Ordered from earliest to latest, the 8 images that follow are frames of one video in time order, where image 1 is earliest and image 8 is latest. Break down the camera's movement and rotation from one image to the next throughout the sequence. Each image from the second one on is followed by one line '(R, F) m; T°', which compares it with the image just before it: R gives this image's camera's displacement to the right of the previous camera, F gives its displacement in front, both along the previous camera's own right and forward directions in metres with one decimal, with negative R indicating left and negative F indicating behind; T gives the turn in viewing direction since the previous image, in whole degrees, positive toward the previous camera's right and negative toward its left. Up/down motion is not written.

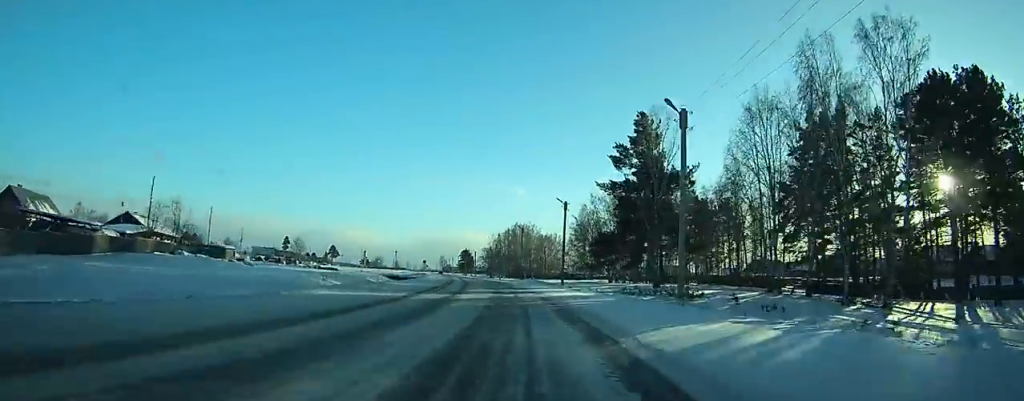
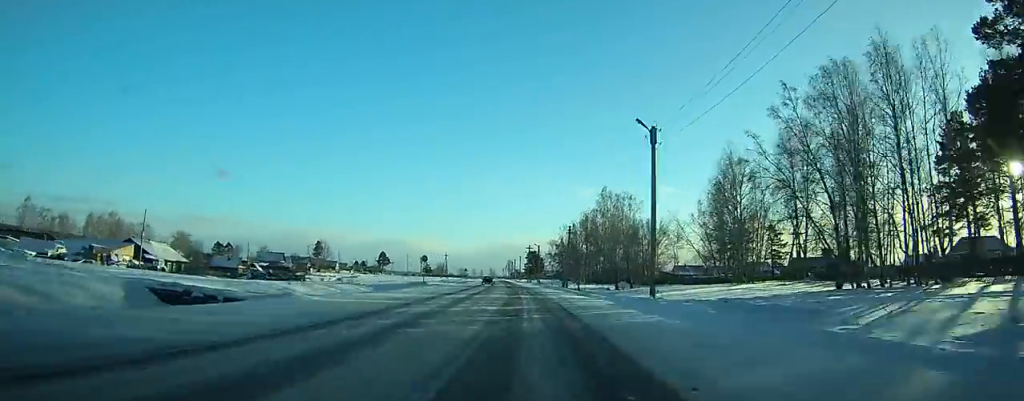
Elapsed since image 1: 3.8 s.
(-4.2, +62.0) m; -7°
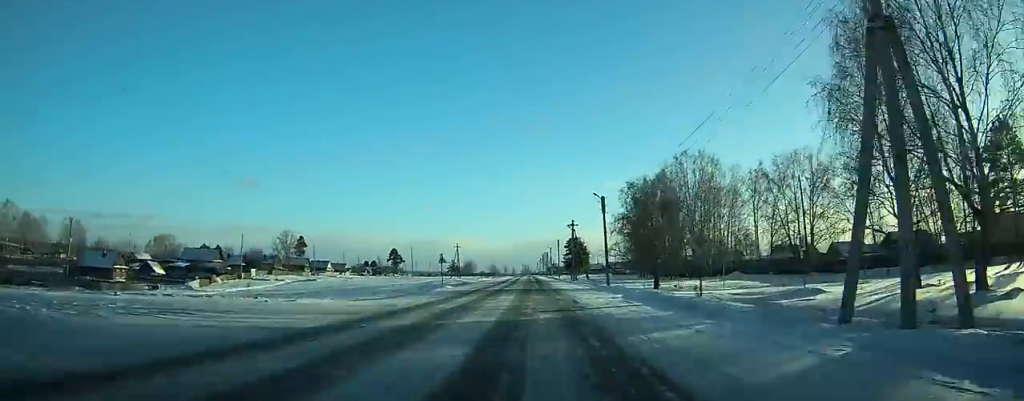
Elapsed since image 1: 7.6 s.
(-3.3, +65.1) m; -5°
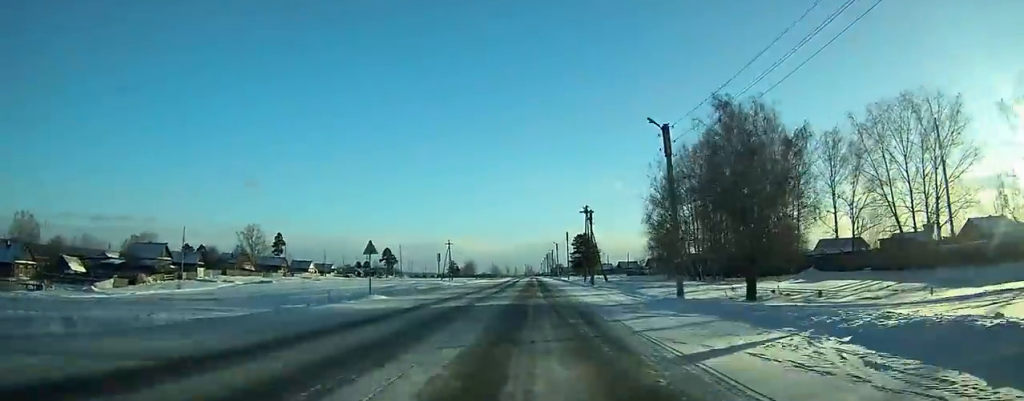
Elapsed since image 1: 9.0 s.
(-0.2, +24.5) m; 0°
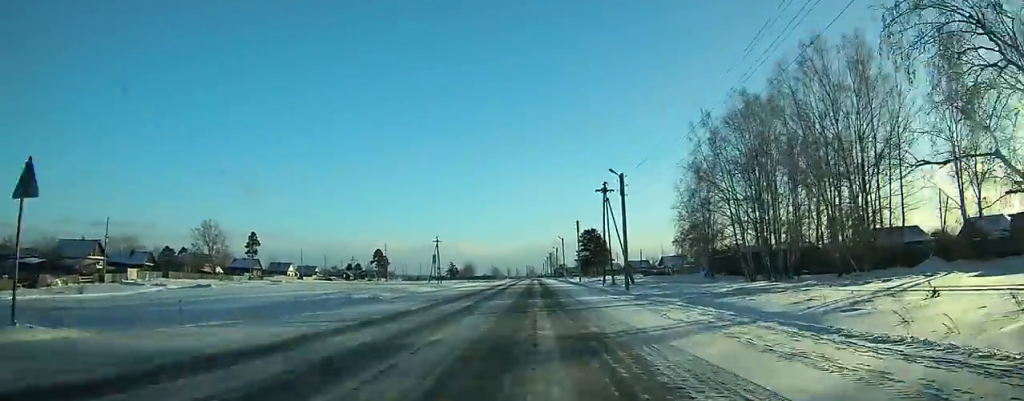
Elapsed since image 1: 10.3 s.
(0.0, +22.2) m; 0°
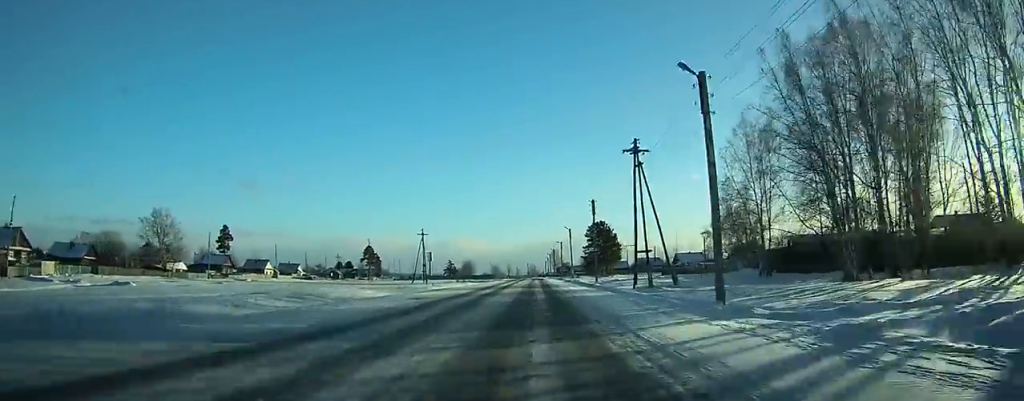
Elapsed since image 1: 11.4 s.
(0.0, +19.9) m; 0°
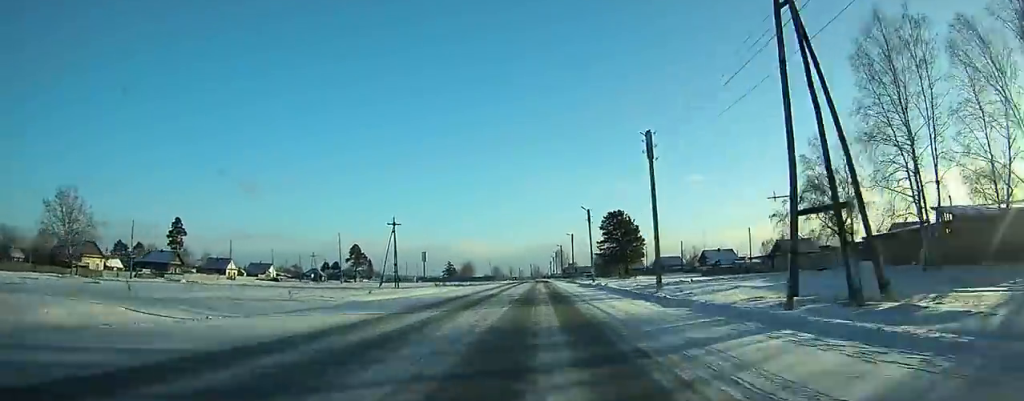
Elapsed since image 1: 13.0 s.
(0.0, +28.2) m; 0°
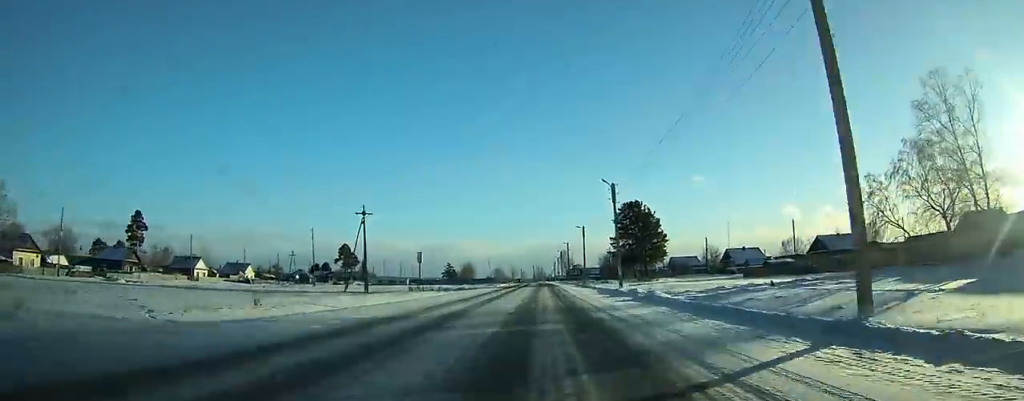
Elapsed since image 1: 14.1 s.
(0.0, +18.8) m; 0°
